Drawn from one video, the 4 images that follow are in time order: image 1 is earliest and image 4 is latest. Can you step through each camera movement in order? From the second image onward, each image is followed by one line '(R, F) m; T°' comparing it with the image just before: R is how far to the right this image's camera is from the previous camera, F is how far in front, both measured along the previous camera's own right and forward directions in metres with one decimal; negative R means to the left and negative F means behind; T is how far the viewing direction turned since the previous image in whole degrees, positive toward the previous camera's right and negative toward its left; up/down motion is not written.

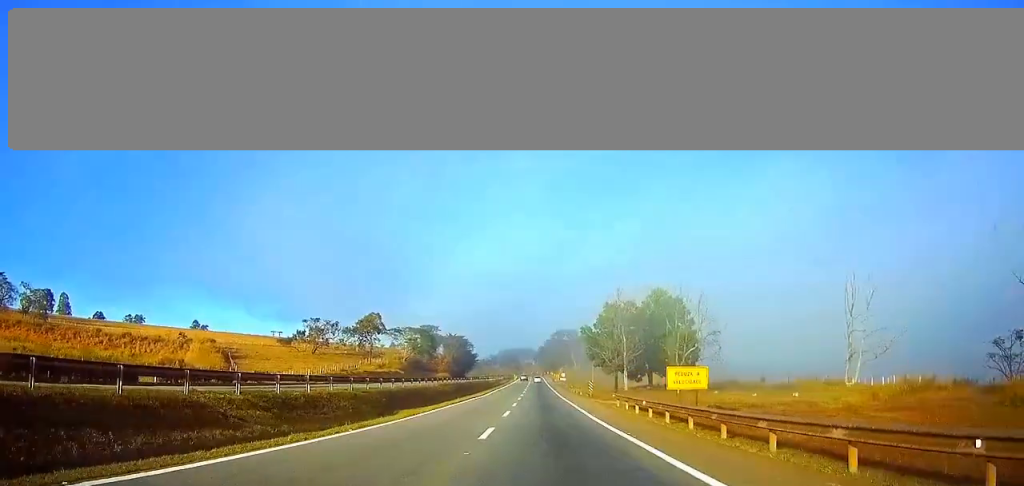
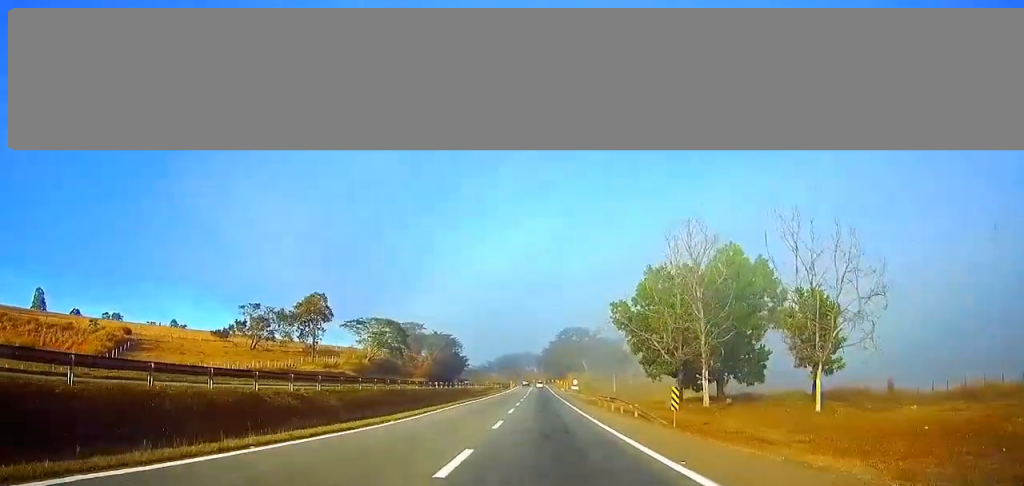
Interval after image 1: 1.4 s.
(+0.1, +42.7) m; 0°
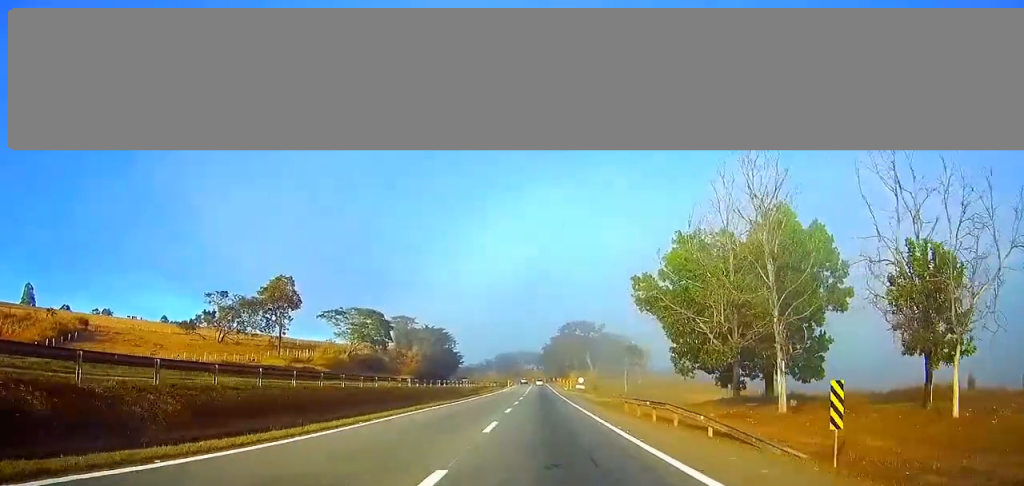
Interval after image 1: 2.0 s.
(0.0, +15.9) m; 0°
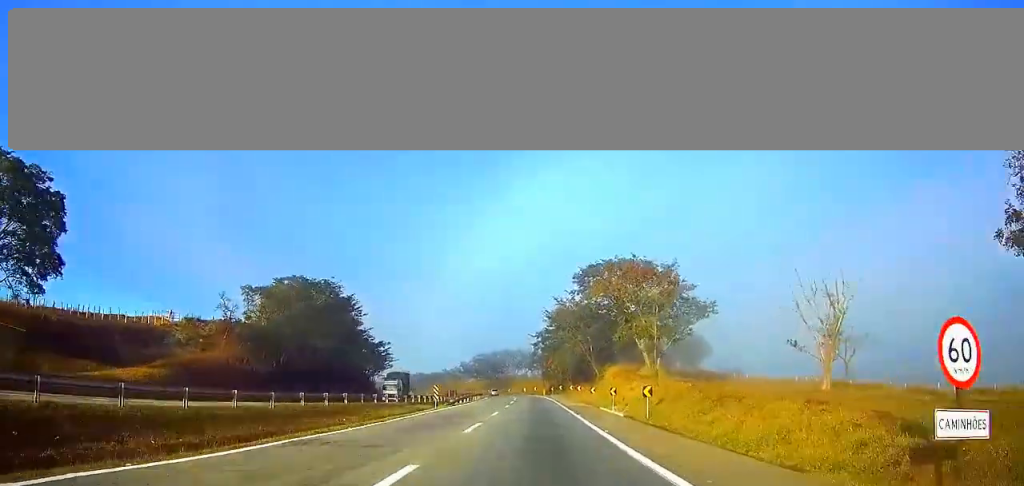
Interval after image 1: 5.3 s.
(-0.2, +96.8) m; -1°
